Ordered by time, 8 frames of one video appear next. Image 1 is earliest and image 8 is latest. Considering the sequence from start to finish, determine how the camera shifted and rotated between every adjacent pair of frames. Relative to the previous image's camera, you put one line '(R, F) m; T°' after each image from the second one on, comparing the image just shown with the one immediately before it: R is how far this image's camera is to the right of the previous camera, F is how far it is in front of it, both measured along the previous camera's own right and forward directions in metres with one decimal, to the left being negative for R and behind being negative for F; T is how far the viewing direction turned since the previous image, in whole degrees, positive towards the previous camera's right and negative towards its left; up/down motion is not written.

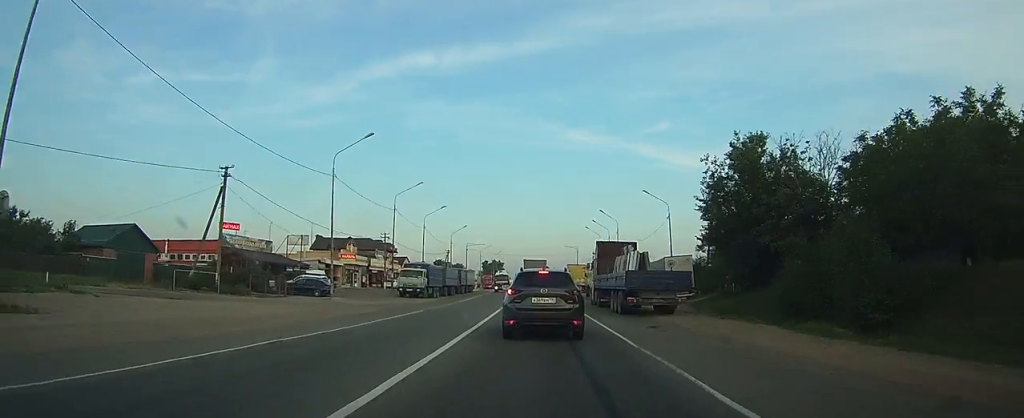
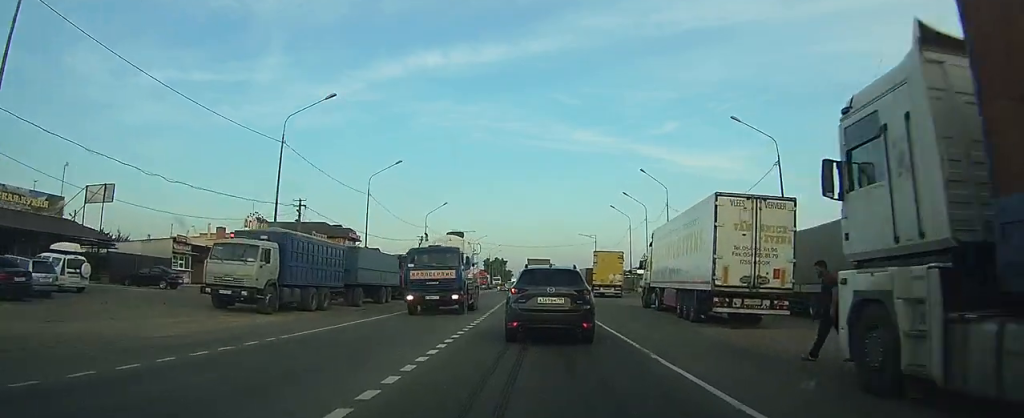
(-0.6, +32.5) m; -1°
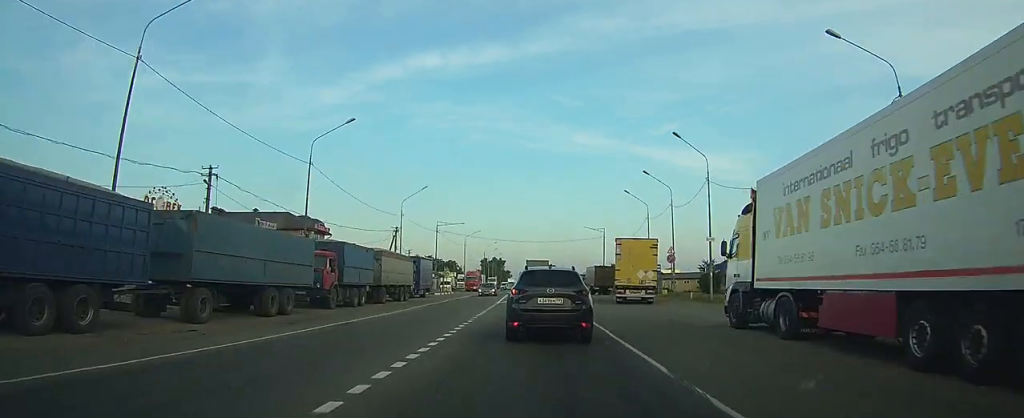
(0.0, +15.9) m; 0°
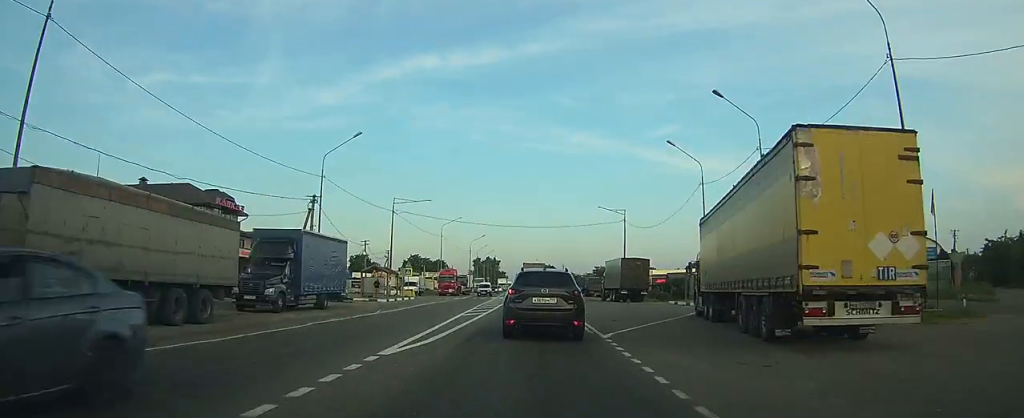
(+0.2, +27.0) m; +1°
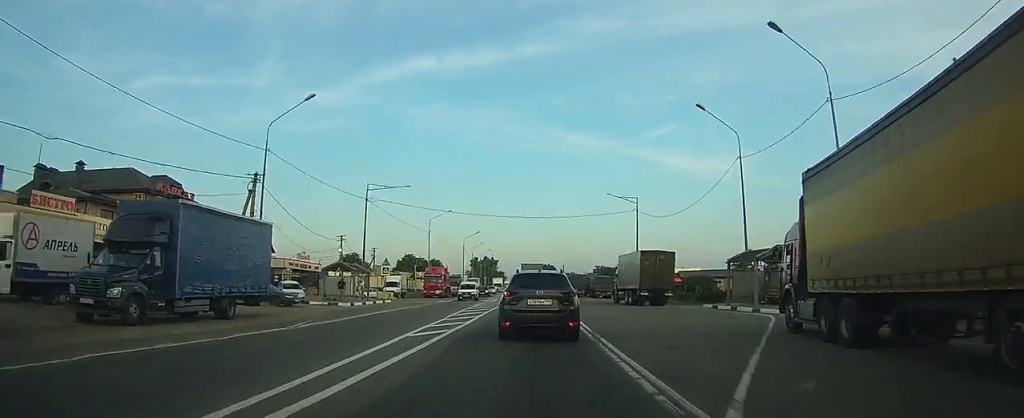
(0.0, +9.8) m; 0°
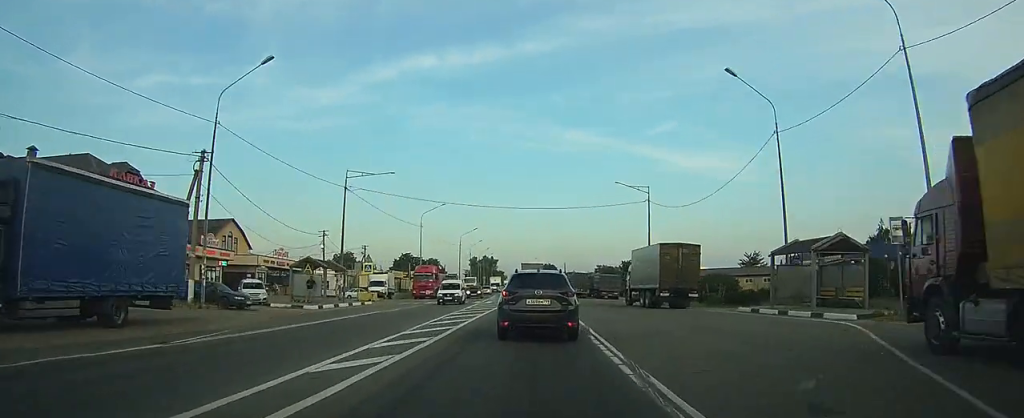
(0.0, +6.3) m; 0°
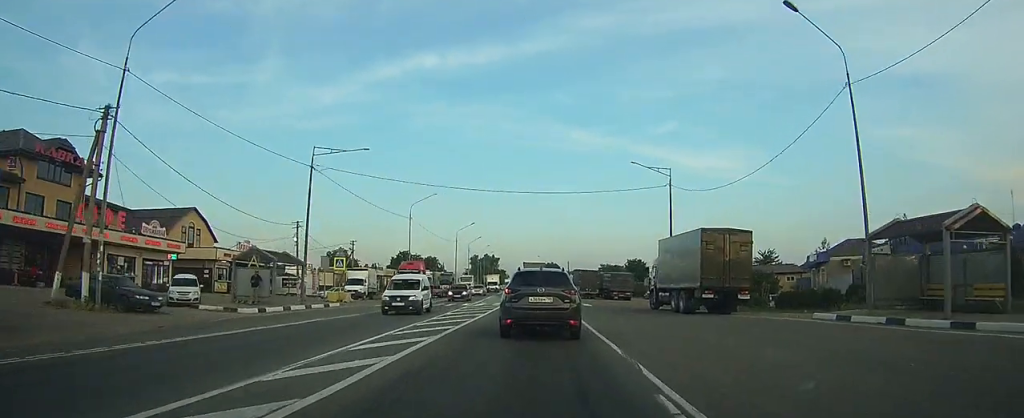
(0.0, +8.2) m; 0°
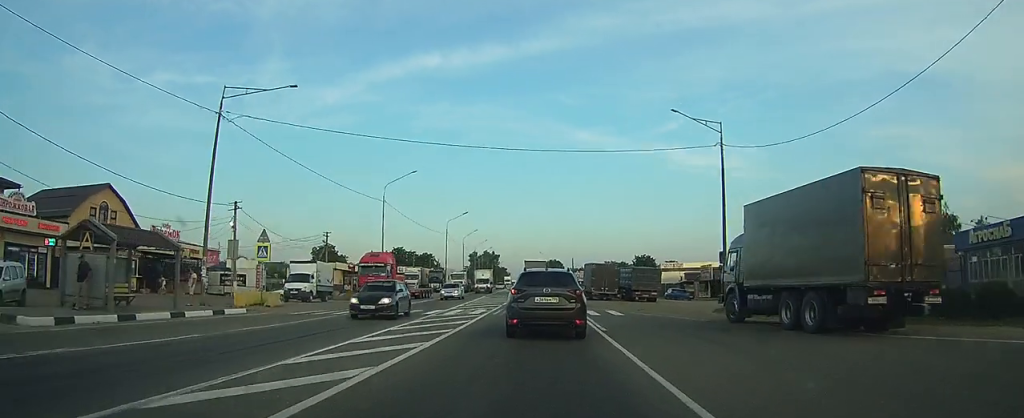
(-0.1, +13.3) m; 0°
